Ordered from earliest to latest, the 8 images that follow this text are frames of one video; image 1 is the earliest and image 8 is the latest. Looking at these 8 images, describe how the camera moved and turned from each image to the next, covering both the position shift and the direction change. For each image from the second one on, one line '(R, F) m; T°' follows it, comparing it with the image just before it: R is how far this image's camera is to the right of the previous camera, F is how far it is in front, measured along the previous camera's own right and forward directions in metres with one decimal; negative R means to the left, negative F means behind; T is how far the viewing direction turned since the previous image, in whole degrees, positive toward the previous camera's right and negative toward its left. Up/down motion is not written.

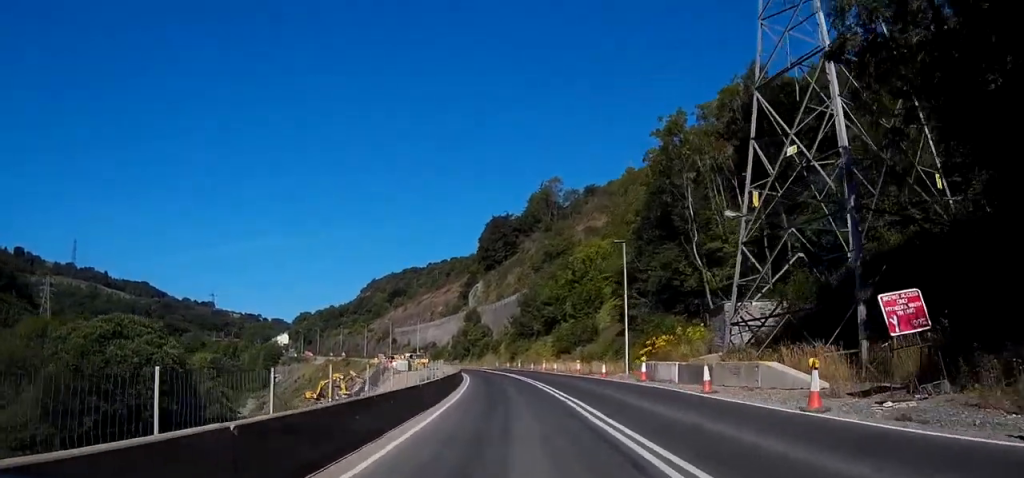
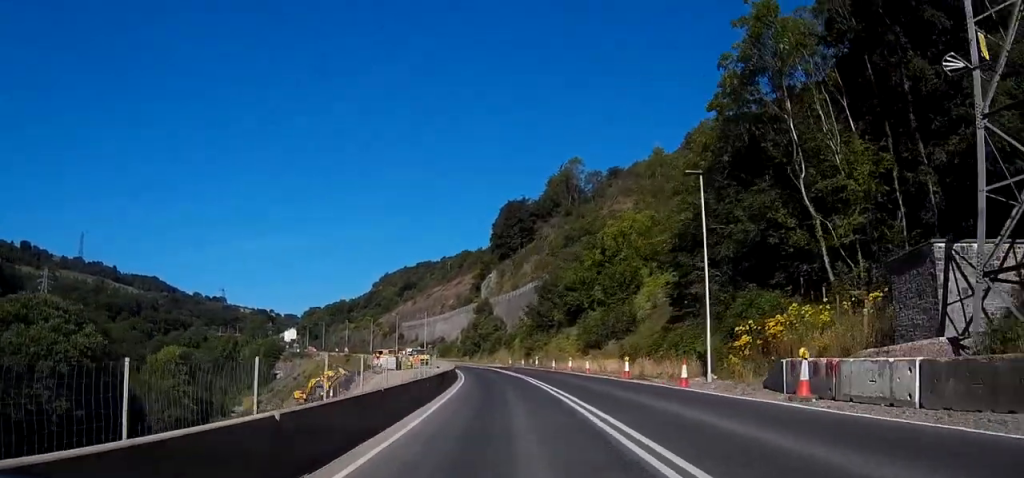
(-0.4, +16.8) m; -3°
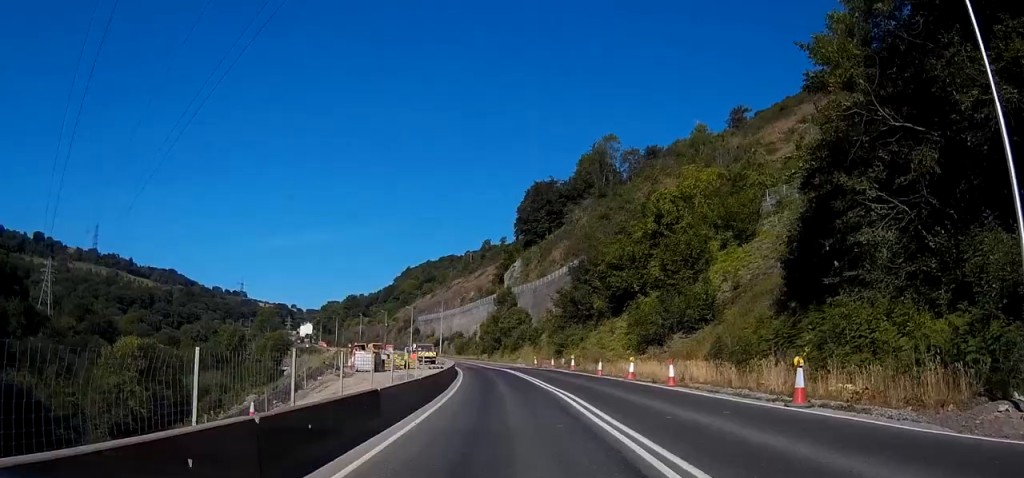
(-0.6, +18.6) m; -3°
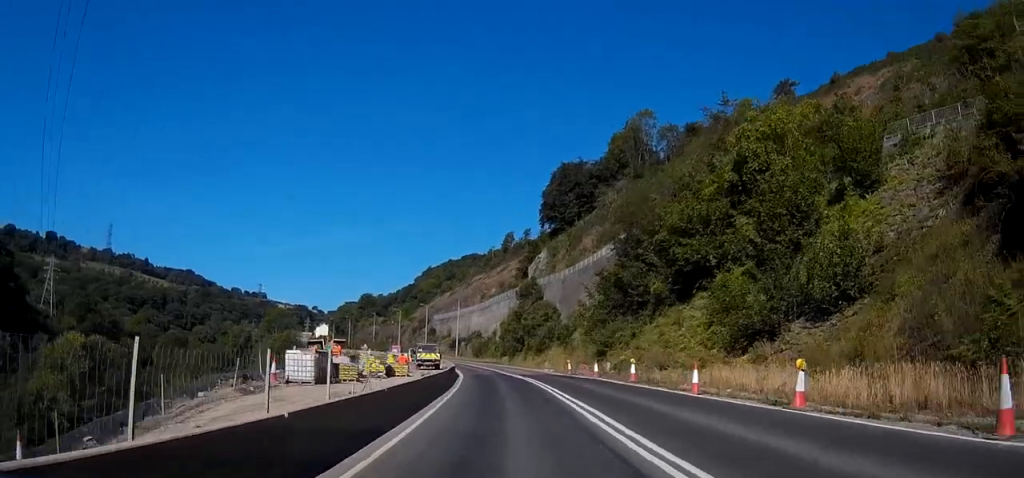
(-0.2, +17.6) m; -1°
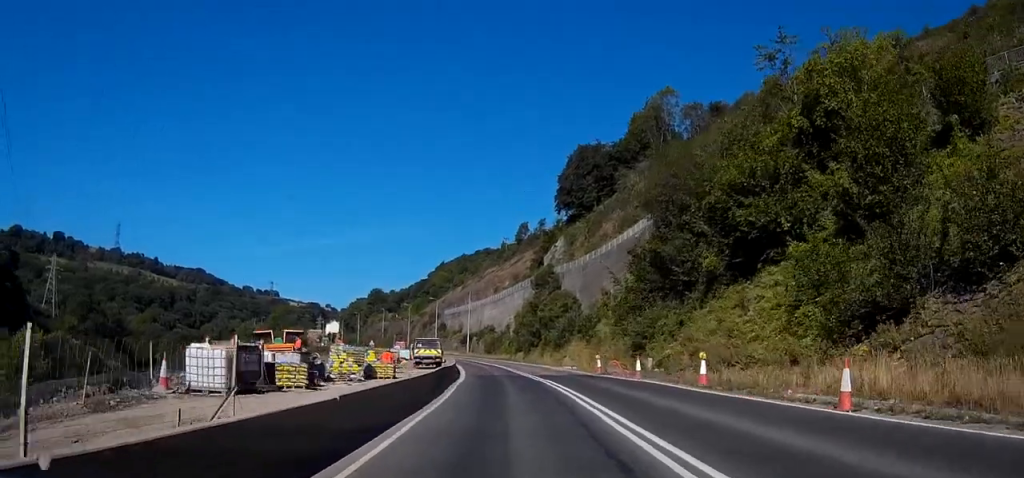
(0.0, +10.0) m; 0°
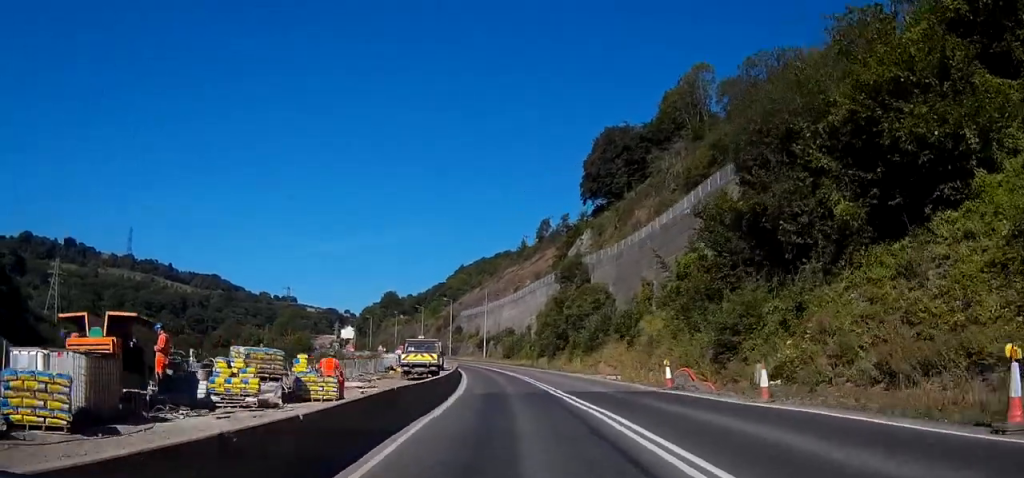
(-0.1, +14.1) m; 0°
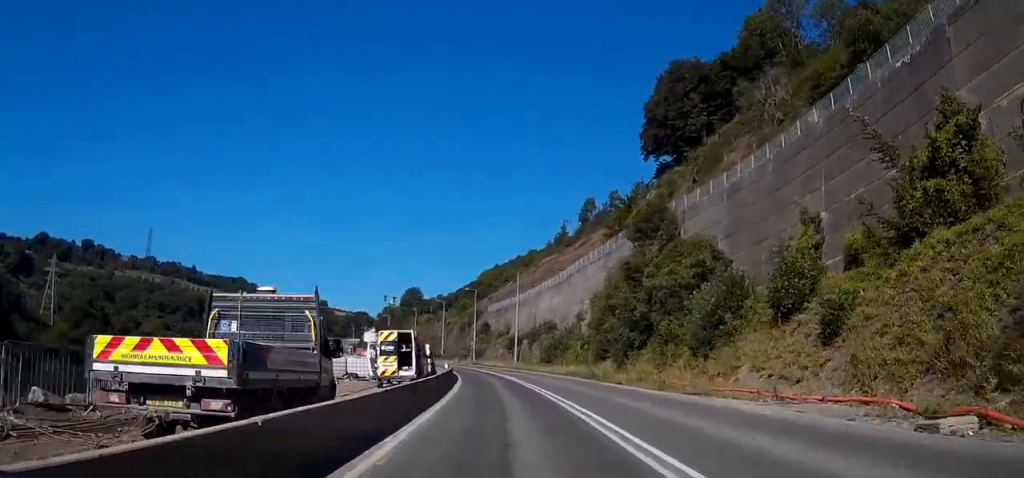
(-0.3, +31.1) m; -2°
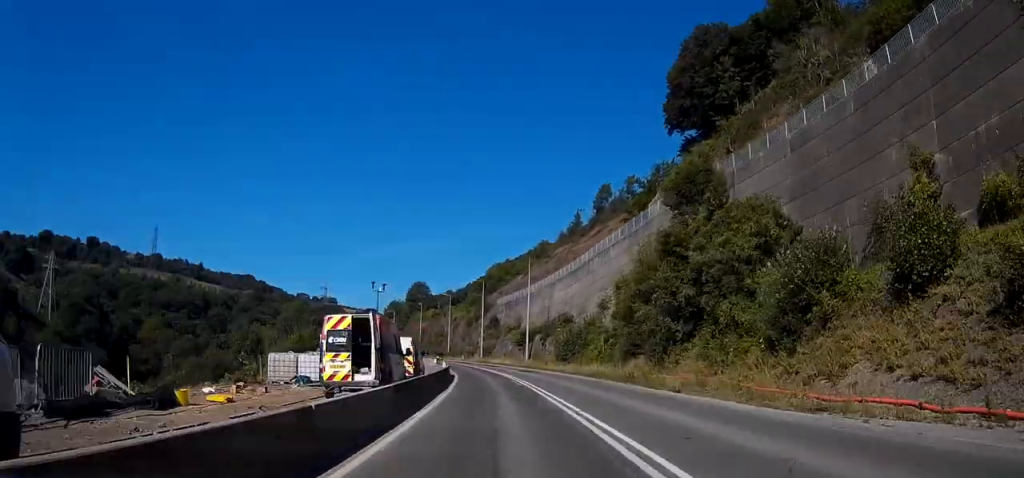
(-0.1, +9.9) m; -1°
